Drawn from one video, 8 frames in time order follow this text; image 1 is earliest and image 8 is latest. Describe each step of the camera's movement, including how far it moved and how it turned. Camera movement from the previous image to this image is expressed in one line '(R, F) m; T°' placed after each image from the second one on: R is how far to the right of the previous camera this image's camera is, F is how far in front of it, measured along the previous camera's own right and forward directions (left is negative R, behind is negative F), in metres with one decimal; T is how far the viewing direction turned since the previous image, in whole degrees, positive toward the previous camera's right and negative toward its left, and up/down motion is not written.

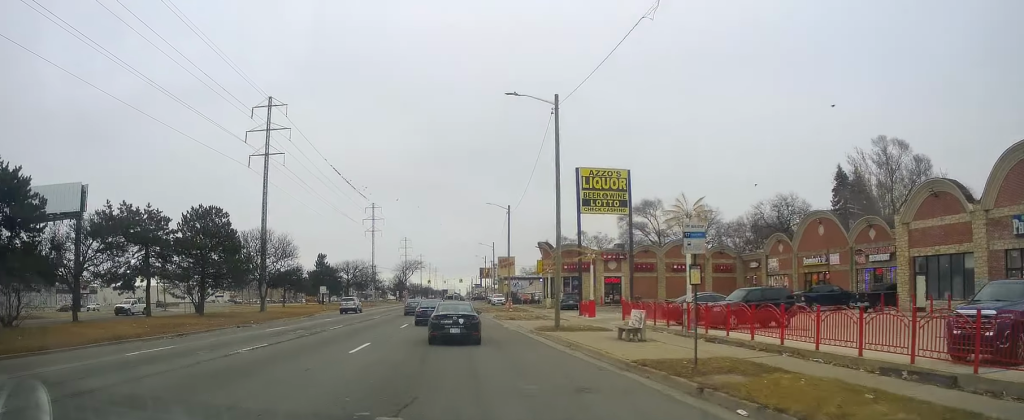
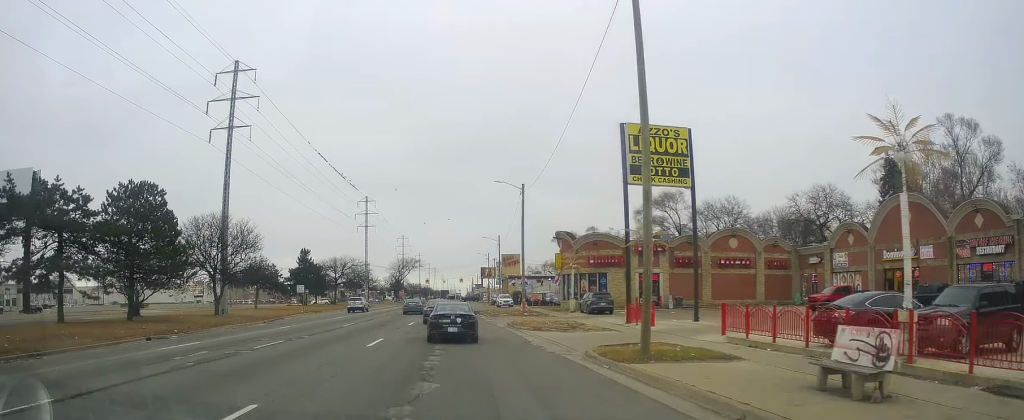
(-0.2, +13.0) m; 0°
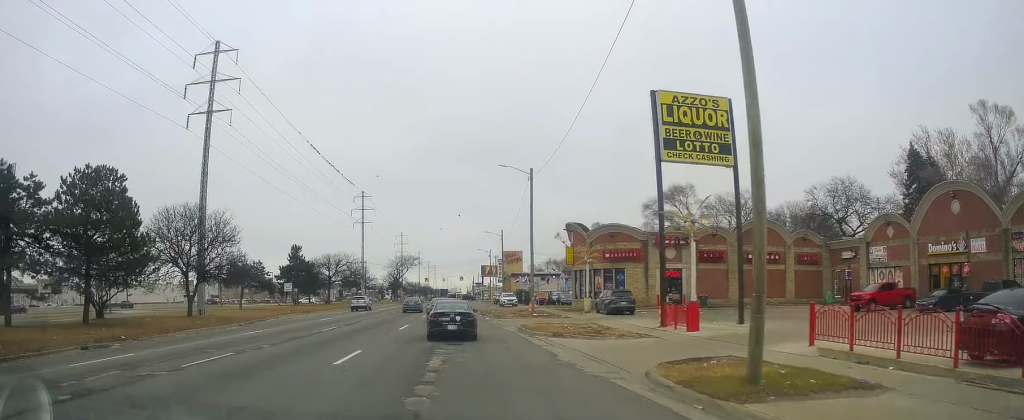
(-0.1, +5.8) m; +1°
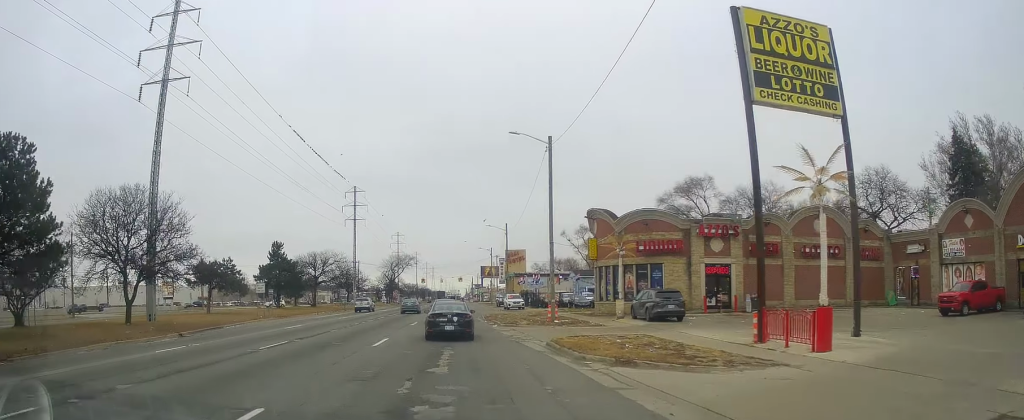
(+0.3, +9.7) m; +1°
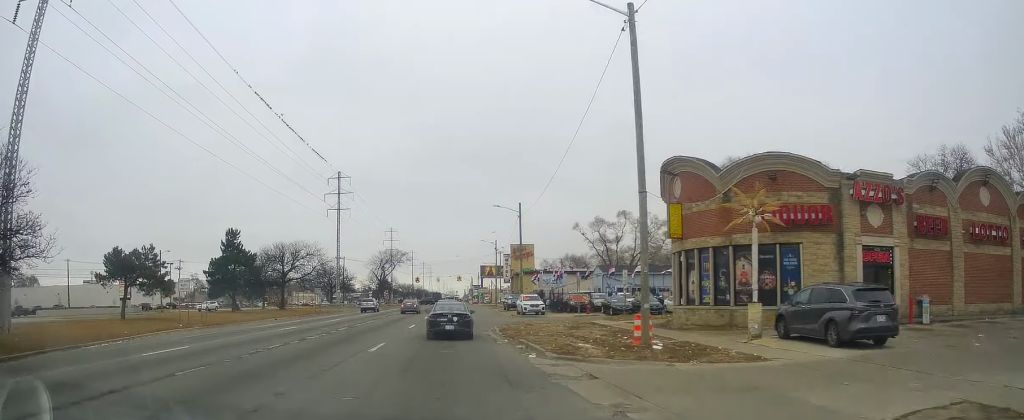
(+0.3, +17.4) m; +1°
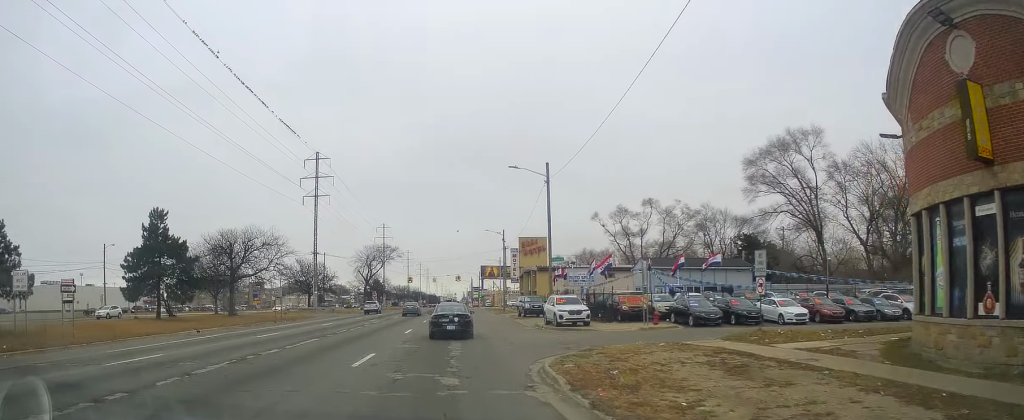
(0.0, +18.0) m; -2°
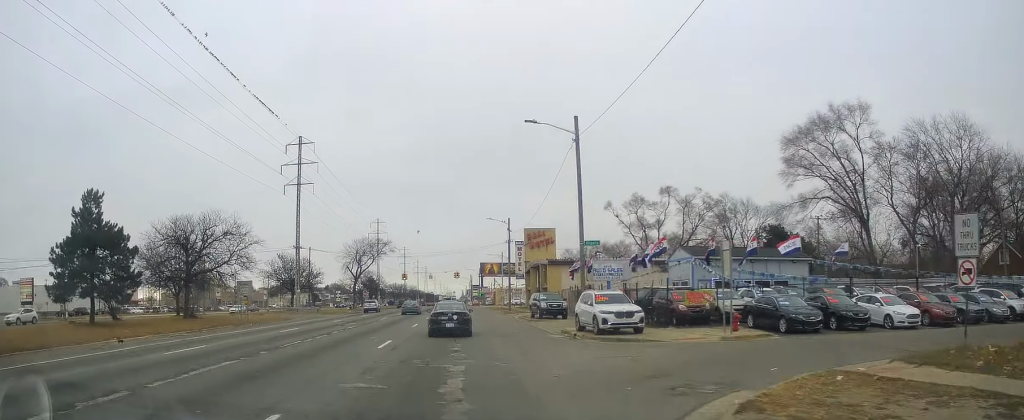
(-0.4, +10.0) m; 0°
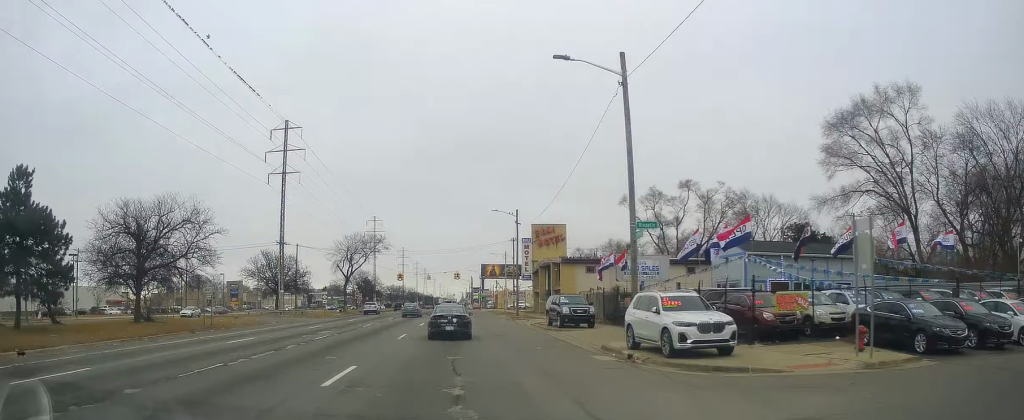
(0.0, +8.1) m; 0°
